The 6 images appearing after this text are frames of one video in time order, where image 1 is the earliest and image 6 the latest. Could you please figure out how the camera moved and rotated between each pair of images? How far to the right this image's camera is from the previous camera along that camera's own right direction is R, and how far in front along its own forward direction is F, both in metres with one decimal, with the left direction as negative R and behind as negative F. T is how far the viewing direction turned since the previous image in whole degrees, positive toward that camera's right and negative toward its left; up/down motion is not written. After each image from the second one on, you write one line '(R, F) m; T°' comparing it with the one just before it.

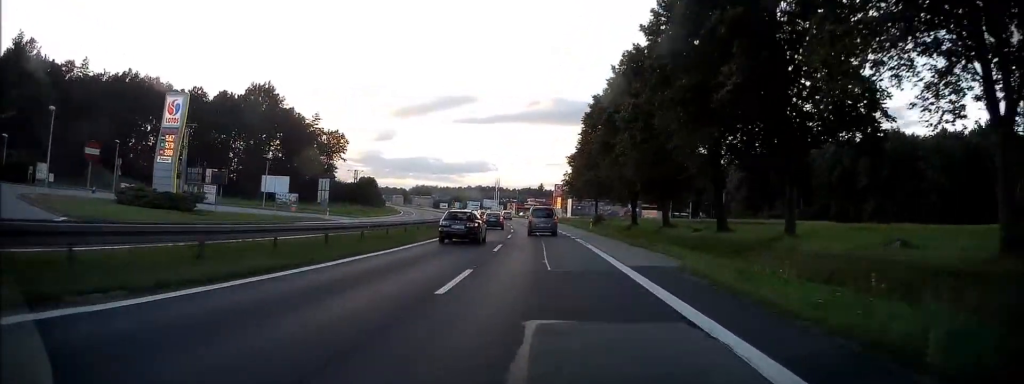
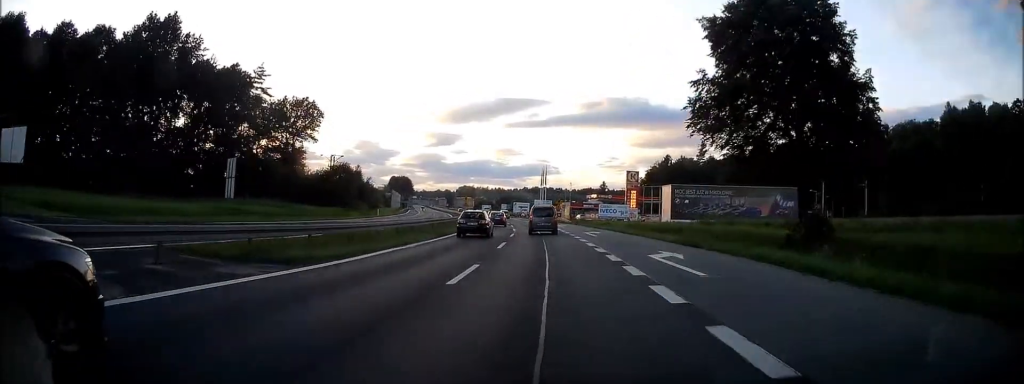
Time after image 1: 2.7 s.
(-2.8, +57.5) m; -5°
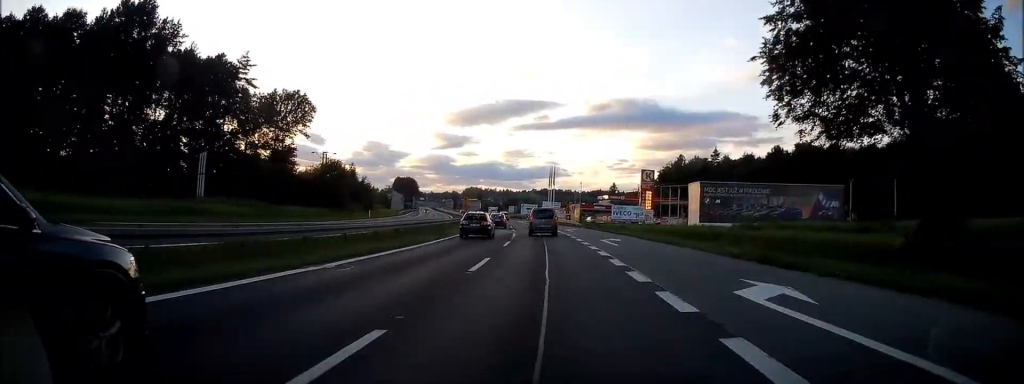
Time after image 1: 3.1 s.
(-0.1, +8.7) m; -1°
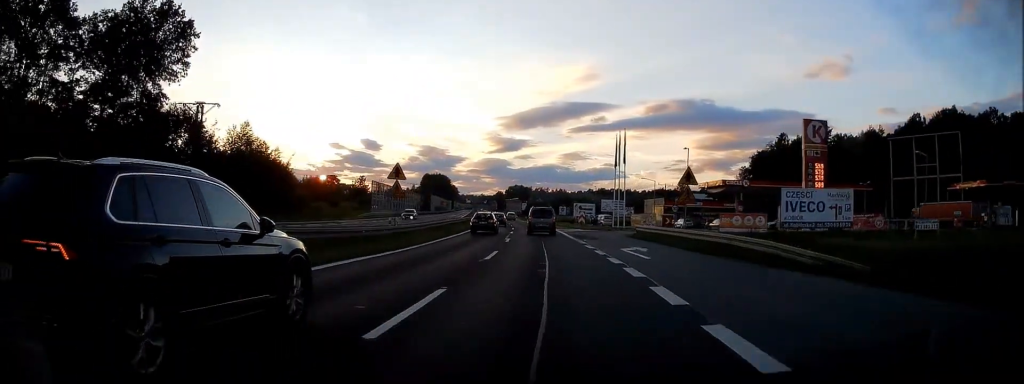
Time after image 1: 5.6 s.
(-2.4, +55.4) m; -6°
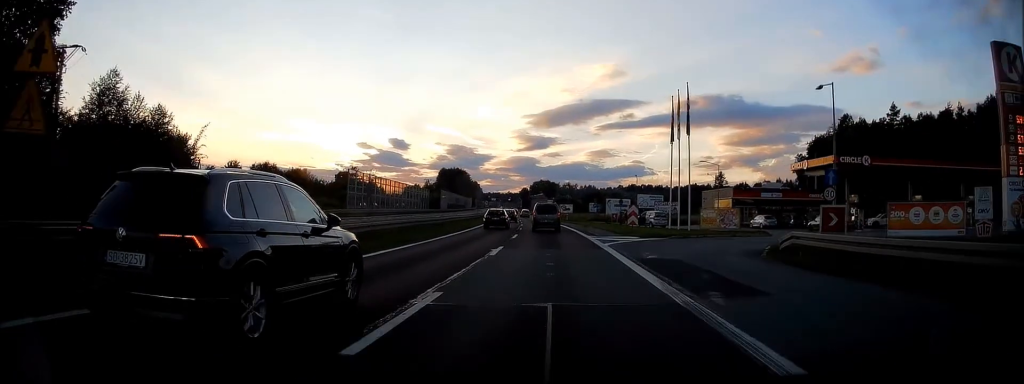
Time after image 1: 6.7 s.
(-0.9, +24.3) m; -3°
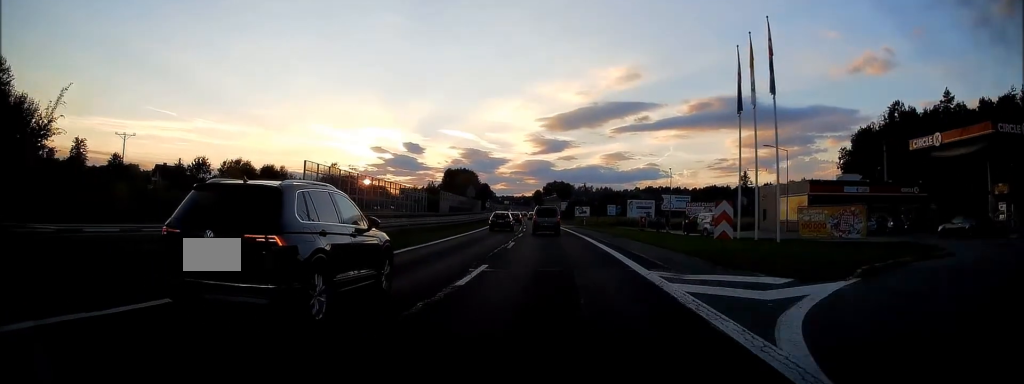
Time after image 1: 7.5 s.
(-0.3, +18.4) m; -2°
